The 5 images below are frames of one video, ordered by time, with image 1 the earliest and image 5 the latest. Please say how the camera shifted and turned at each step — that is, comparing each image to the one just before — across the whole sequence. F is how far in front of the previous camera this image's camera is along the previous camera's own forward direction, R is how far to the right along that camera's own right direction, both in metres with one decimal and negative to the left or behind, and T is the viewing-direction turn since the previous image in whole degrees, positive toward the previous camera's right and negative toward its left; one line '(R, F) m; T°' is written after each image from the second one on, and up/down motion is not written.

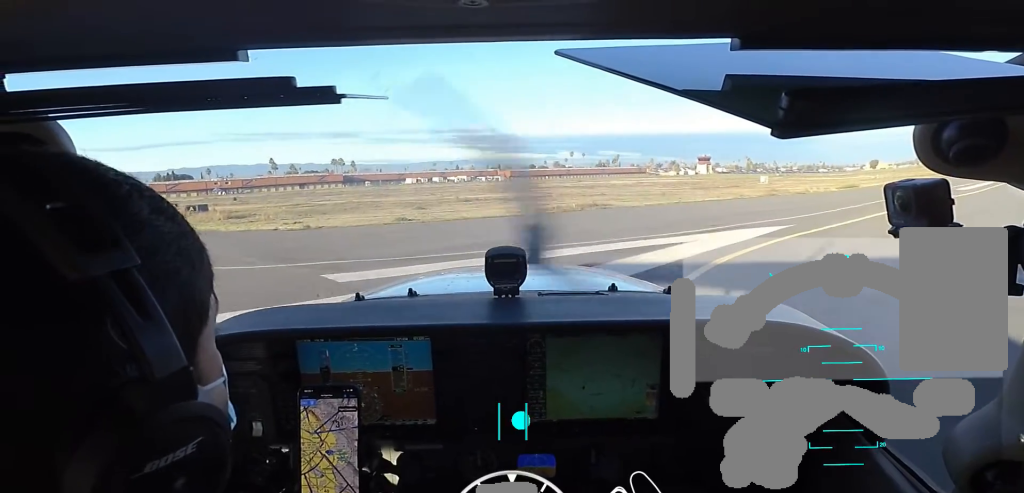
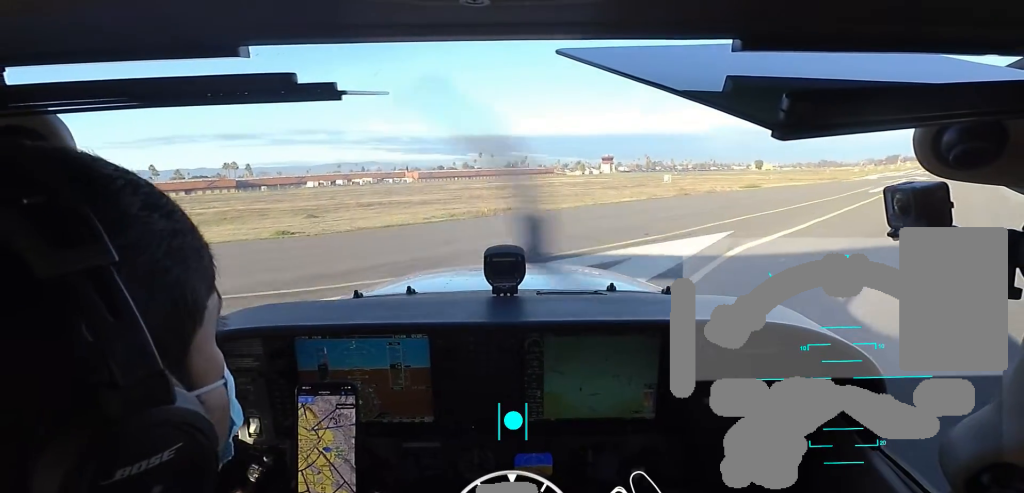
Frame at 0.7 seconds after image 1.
(+0.3, +3.5) m; +8°
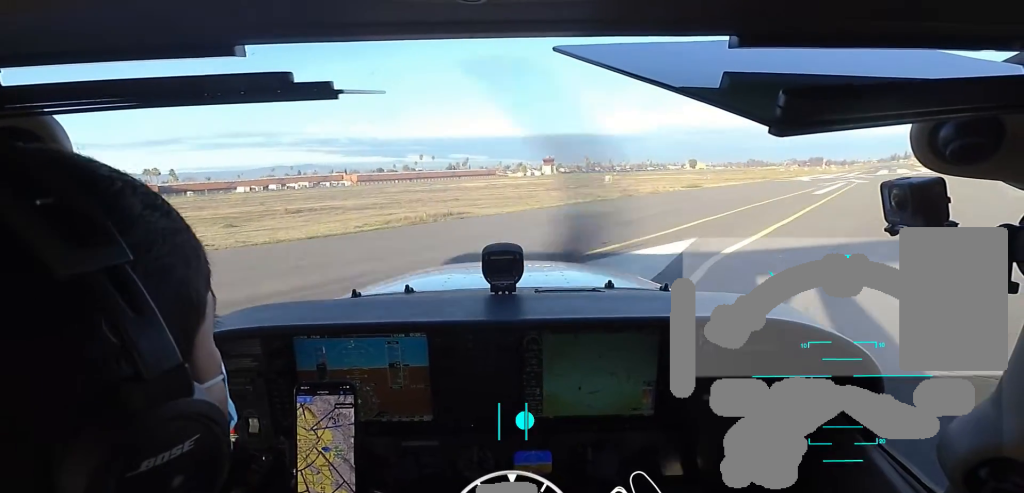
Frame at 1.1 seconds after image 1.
(+0.2, +2.2) m; +5°
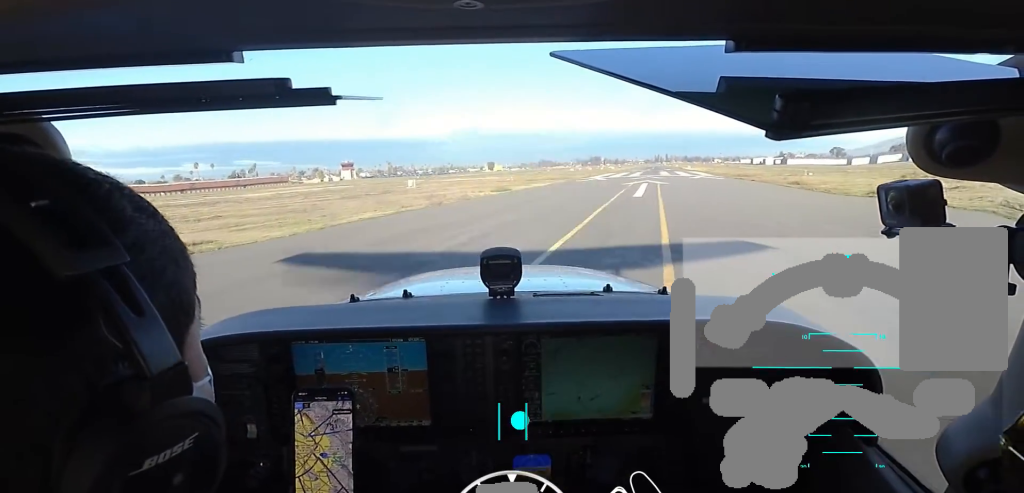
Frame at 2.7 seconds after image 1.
(+0.9, +7.5) m; +15°
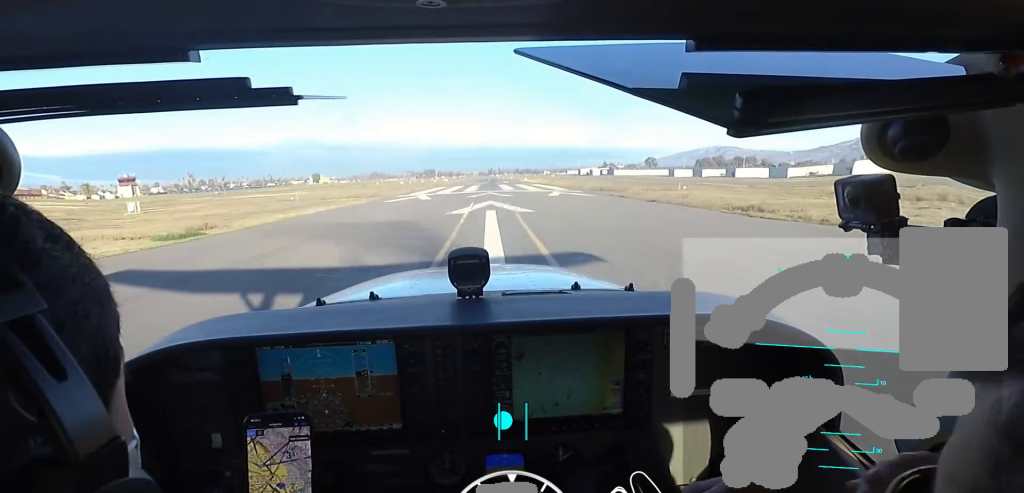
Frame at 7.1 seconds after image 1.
(+6.1, +33.7) m; +8°
